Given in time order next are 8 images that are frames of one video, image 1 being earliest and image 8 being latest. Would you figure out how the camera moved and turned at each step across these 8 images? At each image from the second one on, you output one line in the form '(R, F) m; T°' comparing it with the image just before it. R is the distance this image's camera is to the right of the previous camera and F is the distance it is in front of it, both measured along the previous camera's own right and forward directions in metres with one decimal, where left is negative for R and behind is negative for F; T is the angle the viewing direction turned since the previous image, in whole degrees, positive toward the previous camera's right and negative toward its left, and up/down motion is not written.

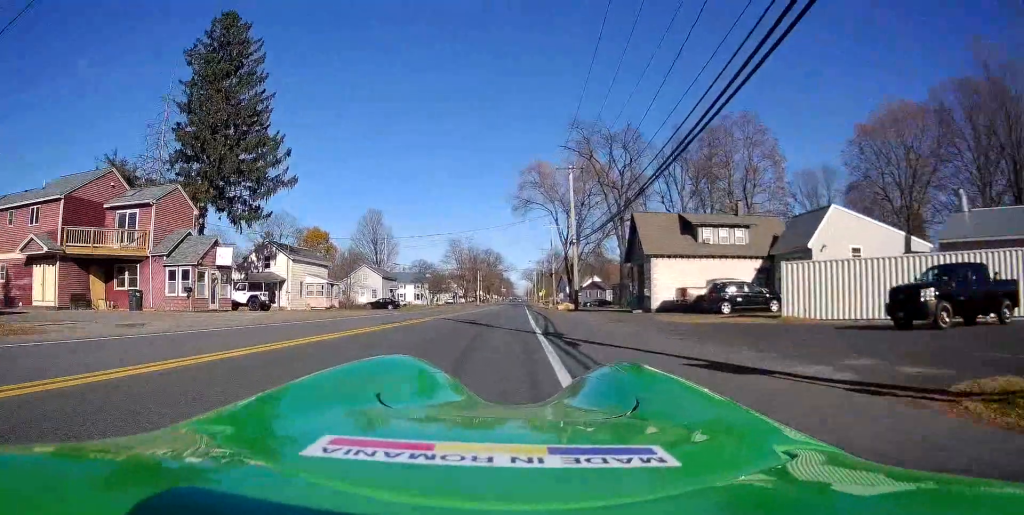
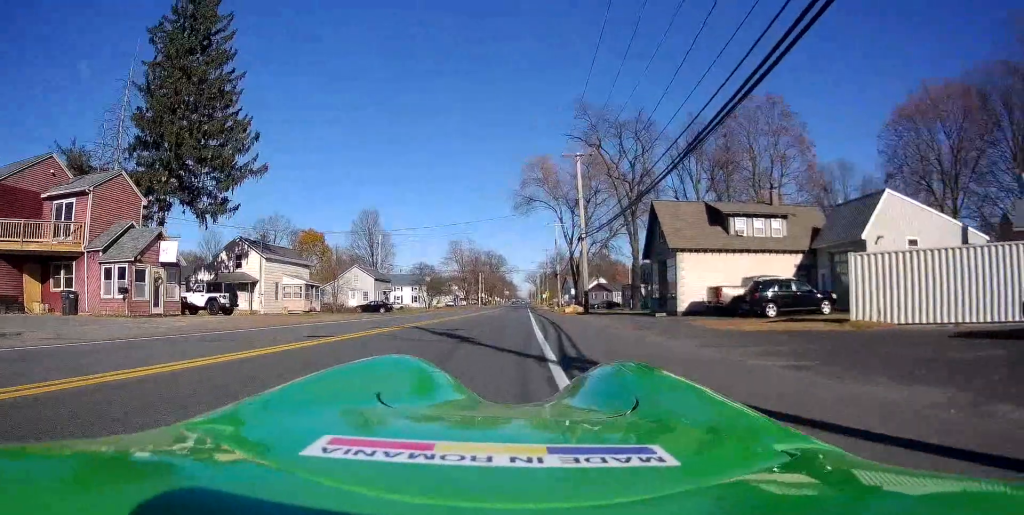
(0.0, +5.5) m; 0°
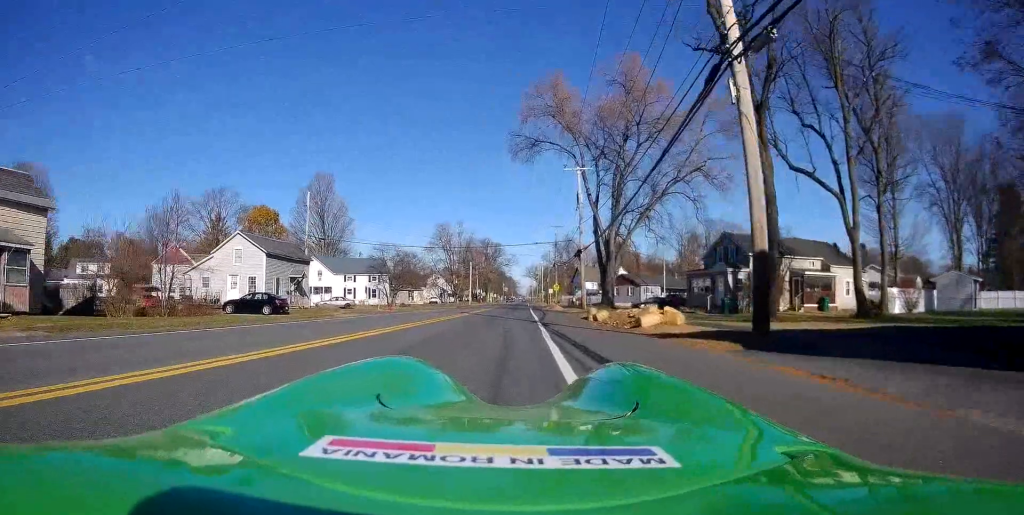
(-0.8, +31.6) m; -2°
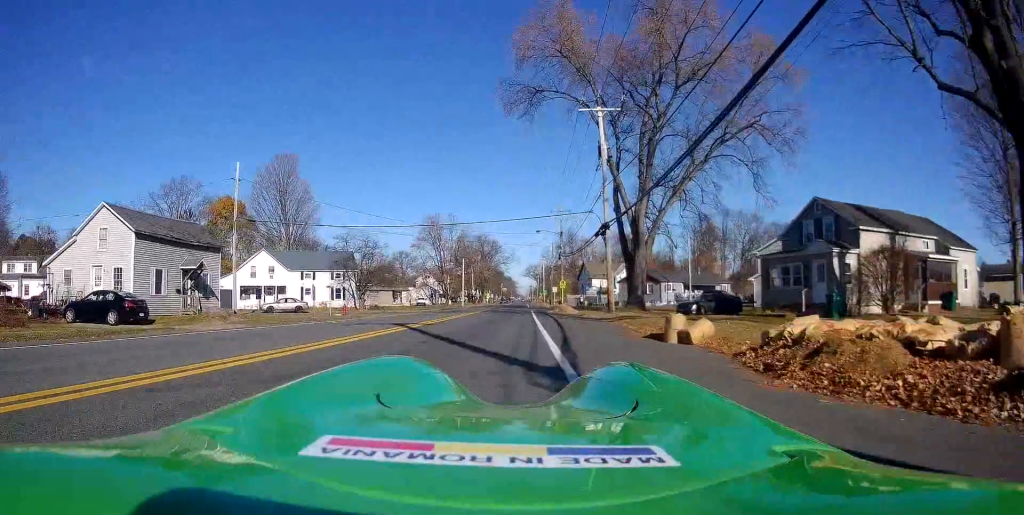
(0.0, +15.8) m; +3°
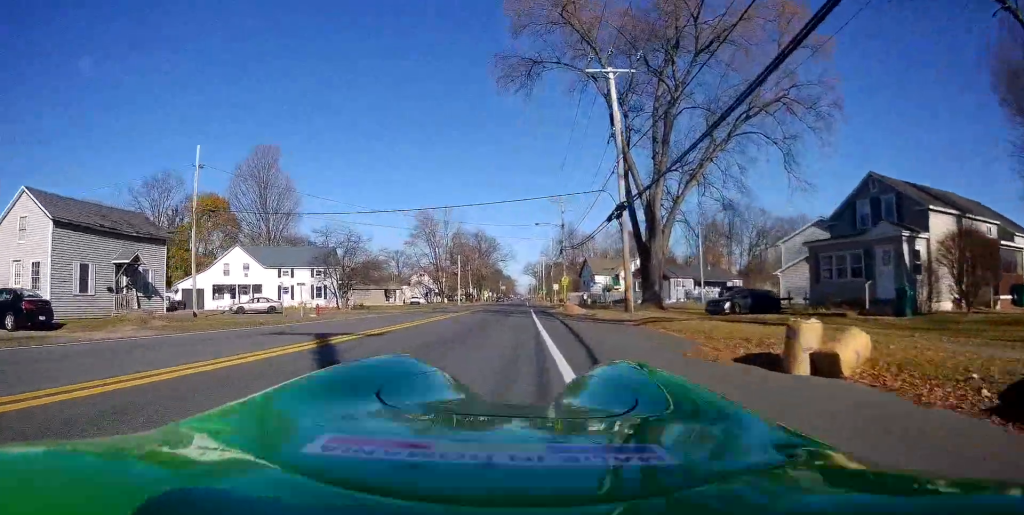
(+0.1, +5.9) m; +1°
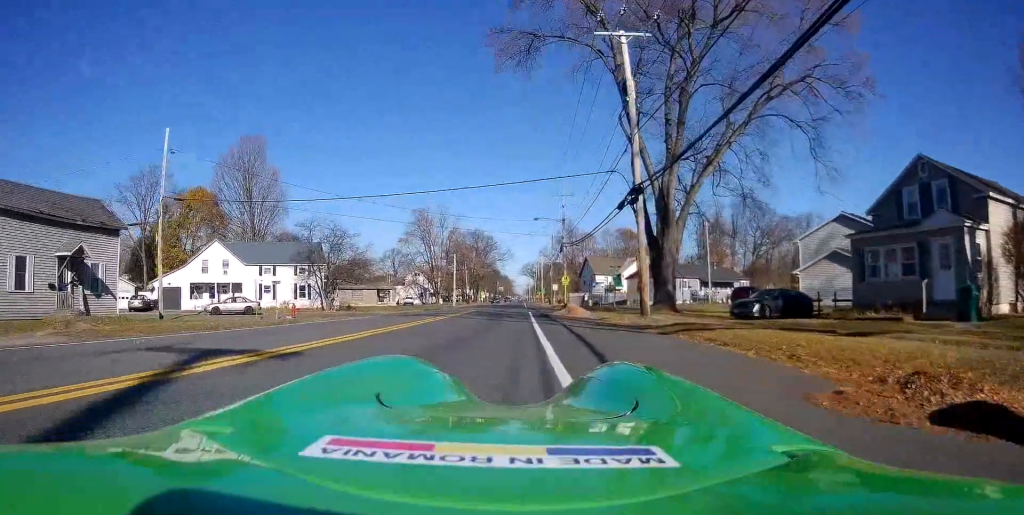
(+0.1, +4.2) m; 0°
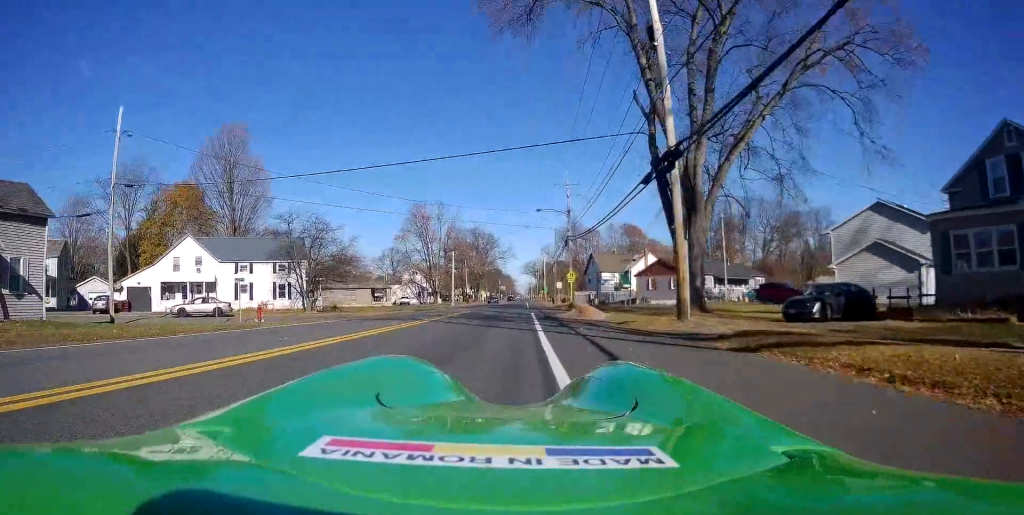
(0.0, +5.6) m; -1°
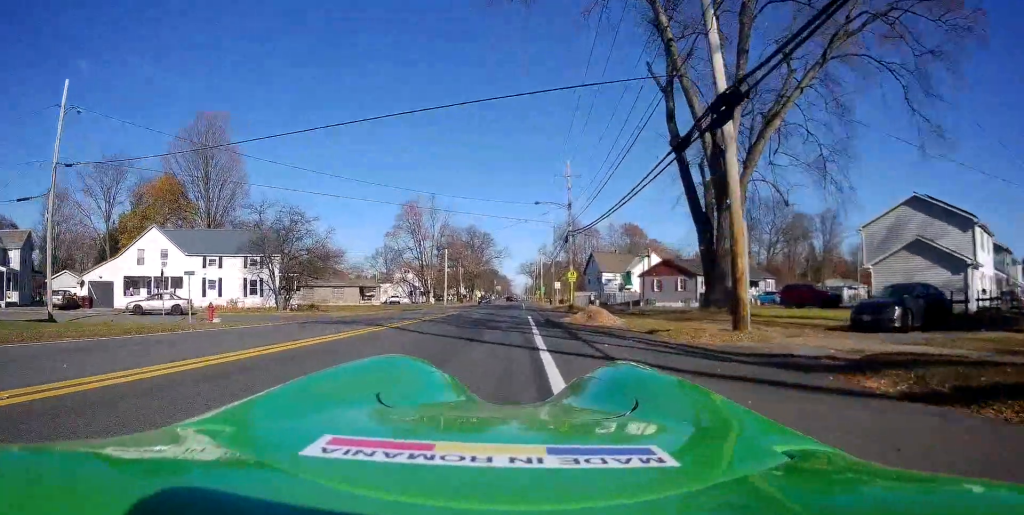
(0.0, +5.2) m; -2°
